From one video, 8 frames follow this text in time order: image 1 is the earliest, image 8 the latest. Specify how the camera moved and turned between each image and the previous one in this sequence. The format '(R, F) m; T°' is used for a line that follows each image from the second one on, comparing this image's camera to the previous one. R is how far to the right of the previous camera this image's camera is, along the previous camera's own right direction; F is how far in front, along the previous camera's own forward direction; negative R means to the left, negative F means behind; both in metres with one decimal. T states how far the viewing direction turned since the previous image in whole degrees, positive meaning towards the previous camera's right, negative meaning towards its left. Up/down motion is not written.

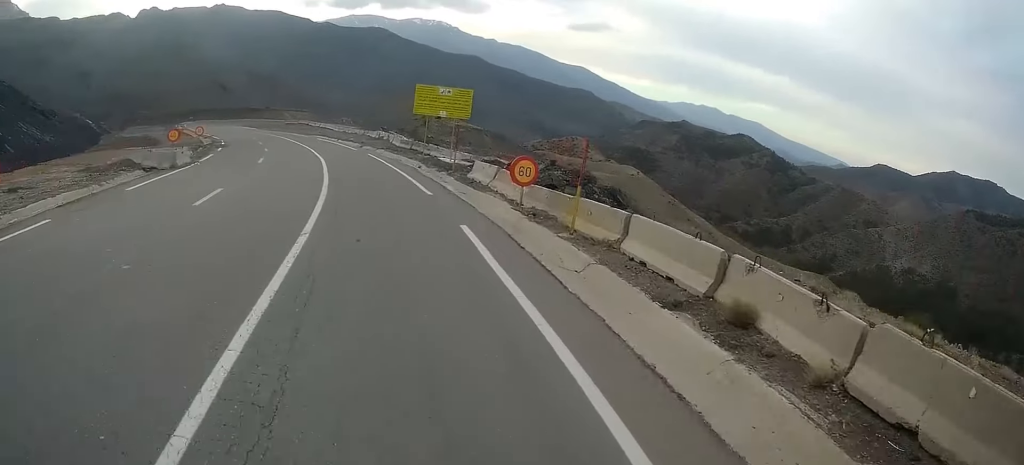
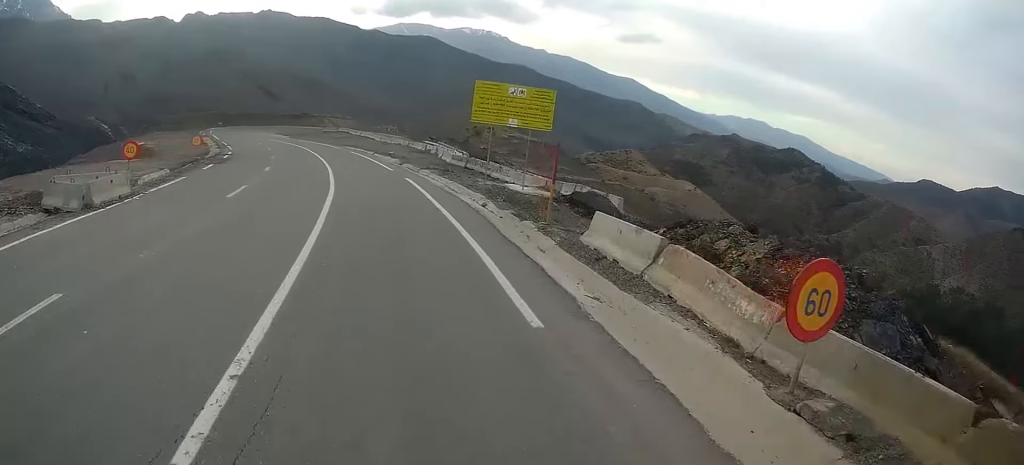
(-0.6, +12.0) m; -4°
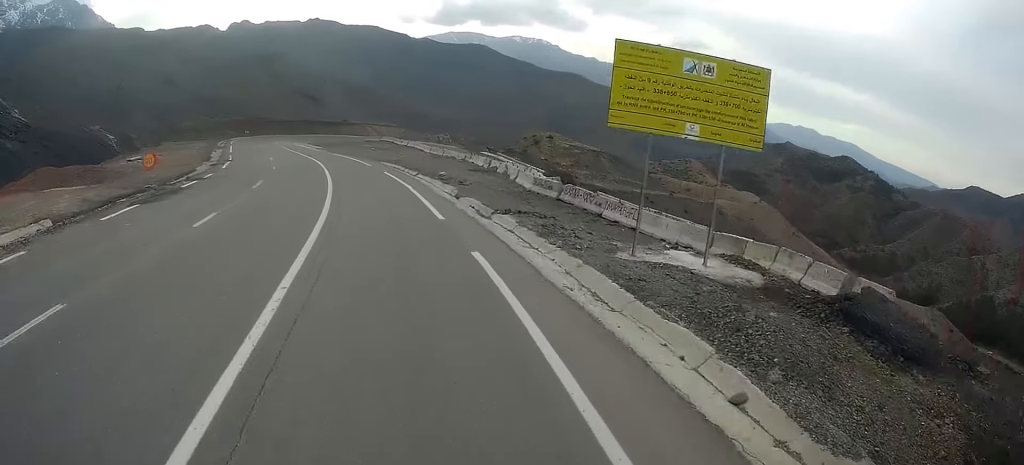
(-0.4, +15.5) m; -4°
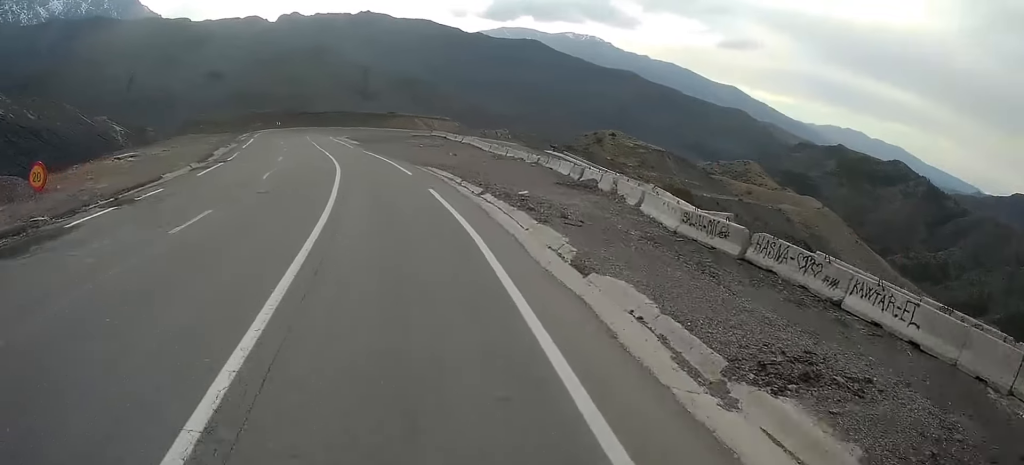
(-0.5, +13.2) m; -7°
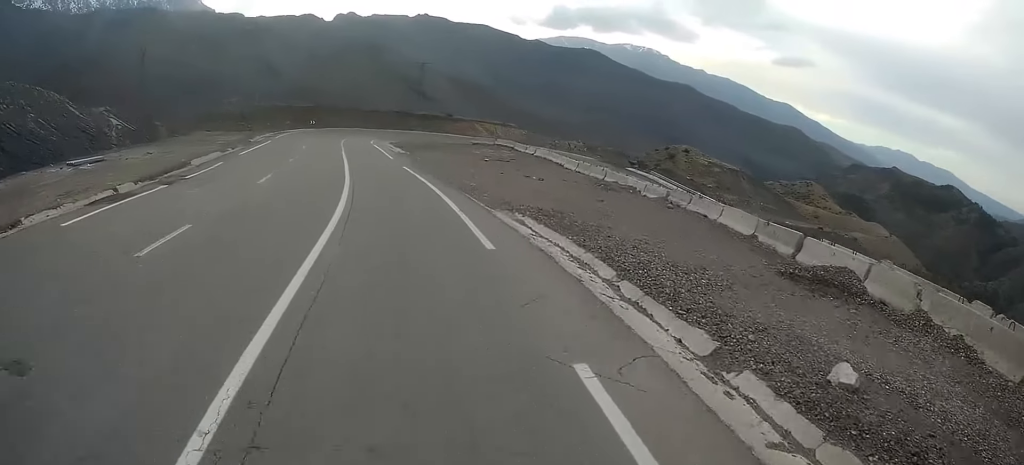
(-1.4, +15.9) m; -5°
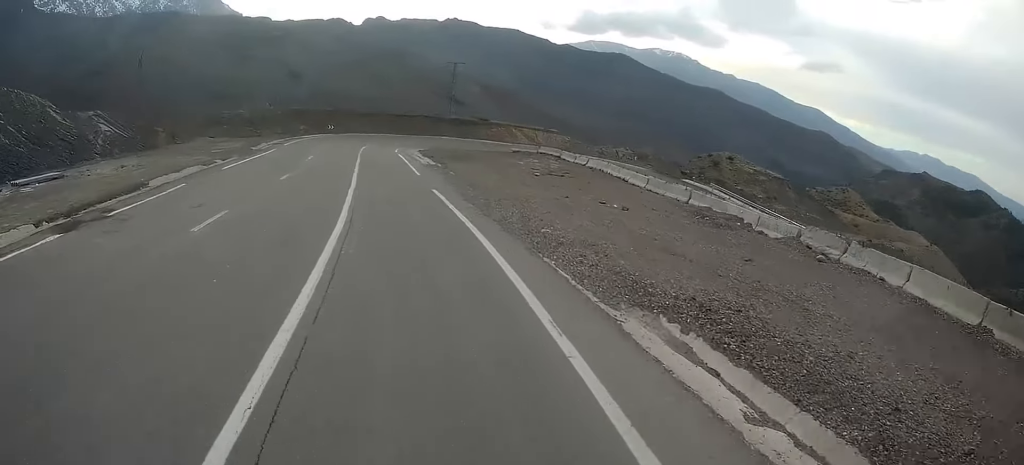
(+0.2, +9.5) m; -1°
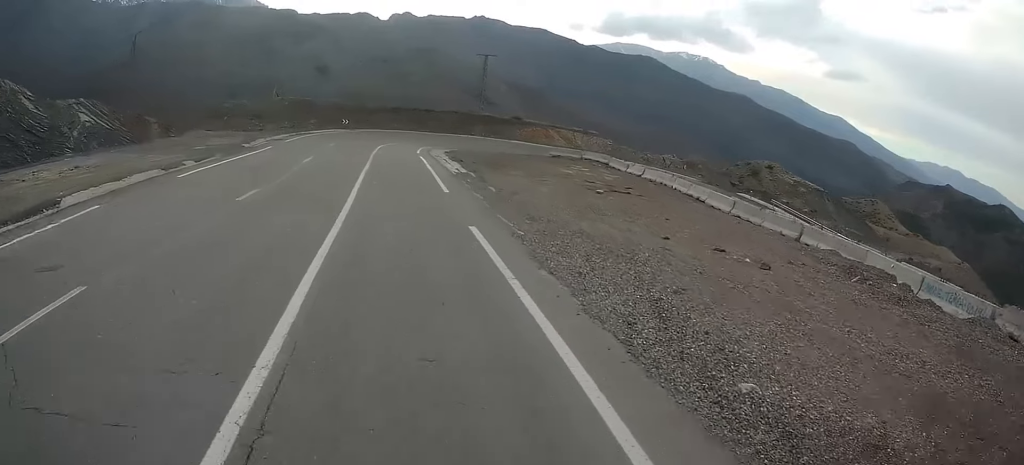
(-0.4, +9.0) m; -2°
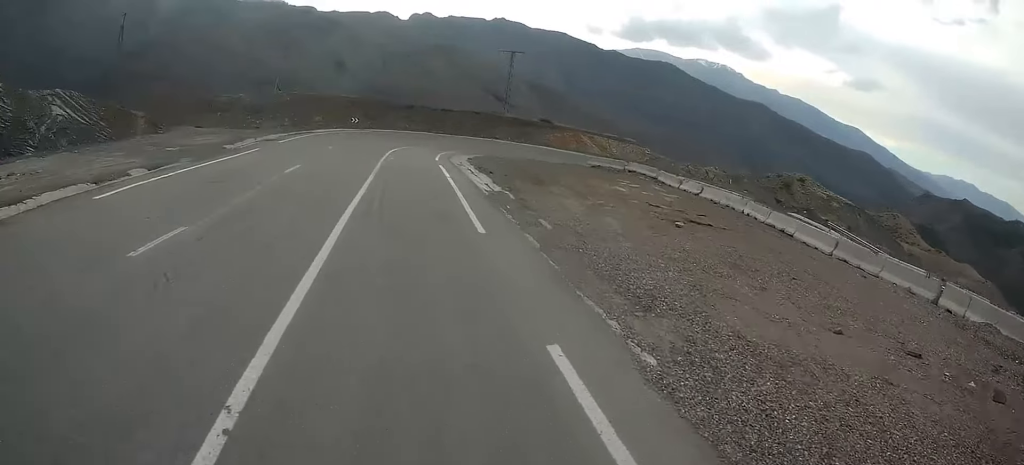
(-0.1, +7.8) m; -1°
